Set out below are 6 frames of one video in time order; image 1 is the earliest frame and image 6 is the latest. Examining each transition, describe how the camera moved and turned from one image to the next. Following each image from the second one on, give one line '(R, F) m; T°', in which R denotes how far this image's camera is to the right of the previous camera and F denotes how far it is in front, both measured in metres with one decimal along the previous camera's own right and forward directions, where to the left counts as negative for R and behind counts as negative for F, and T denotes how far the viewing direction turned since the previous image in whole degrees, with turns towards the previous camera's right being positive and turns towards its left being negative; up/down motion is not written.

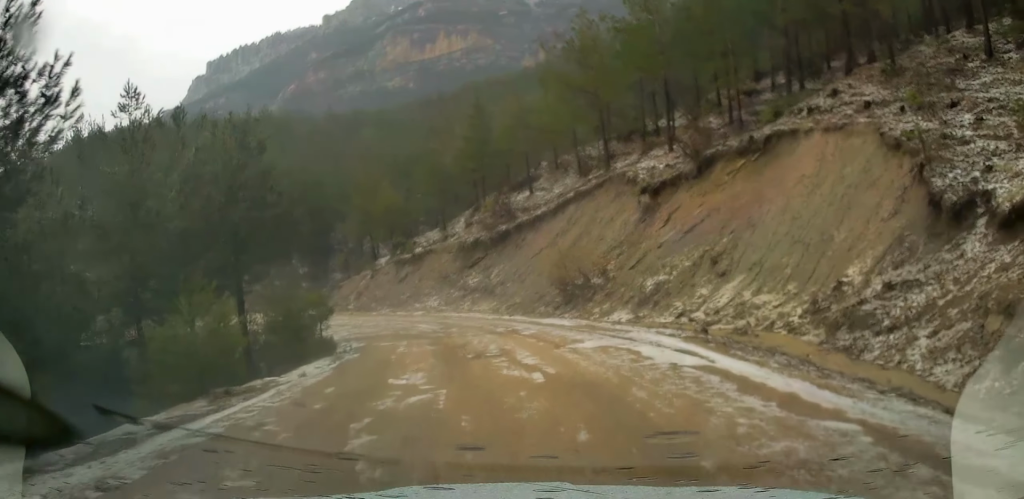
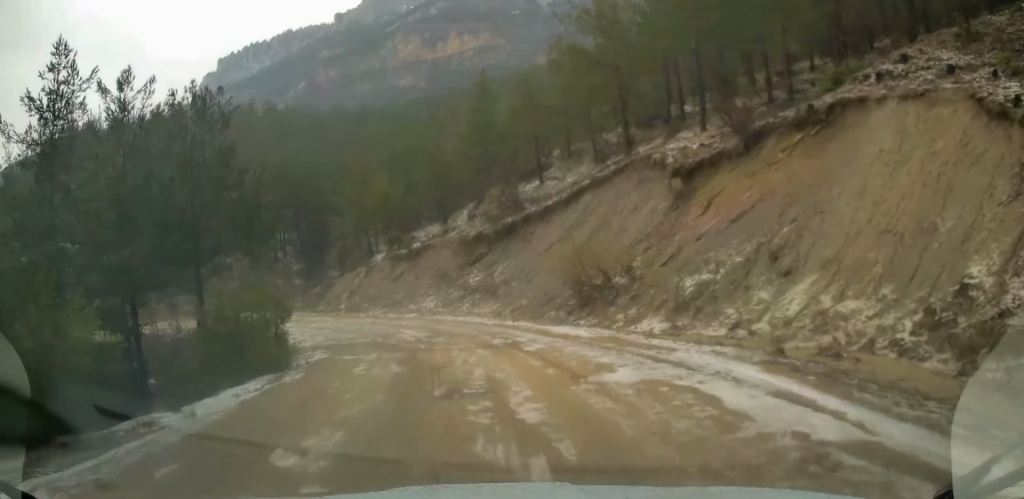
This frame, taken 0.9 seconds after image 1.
(+0.1, +5.4) m; -2°
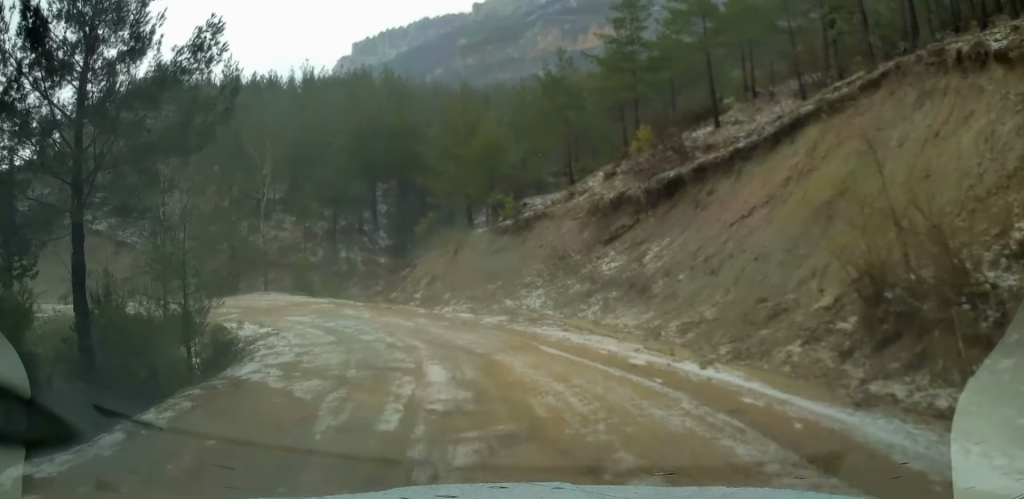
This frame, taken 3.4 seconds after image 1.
(-2.0, +15.3) m; -17°
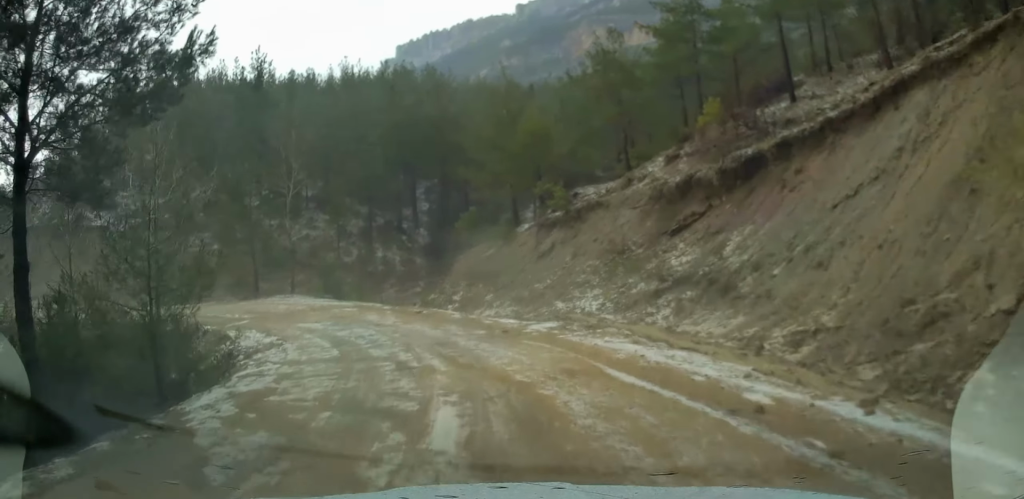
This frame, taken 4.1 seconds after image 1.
(-0.1, +3.8) m; -5°
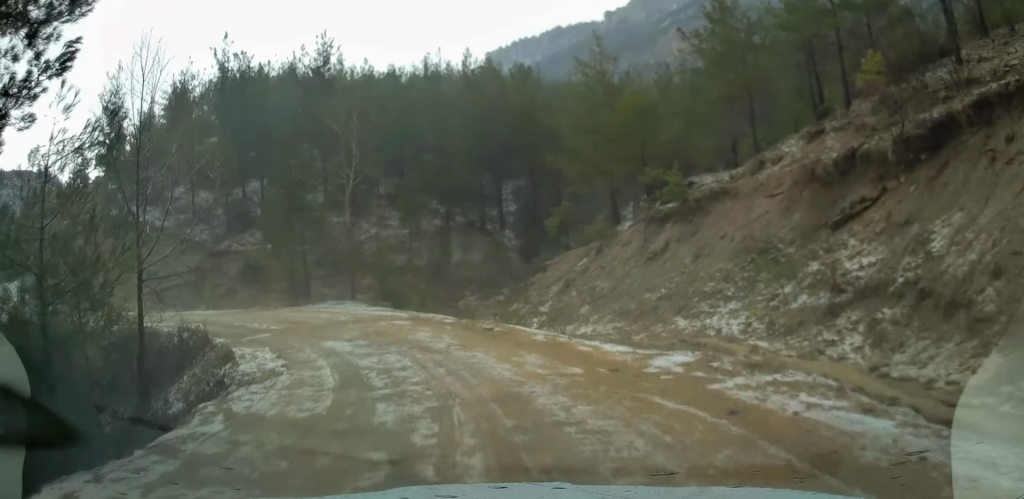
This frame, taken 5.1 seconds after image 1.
(-0.4, +5.7) m; -9°
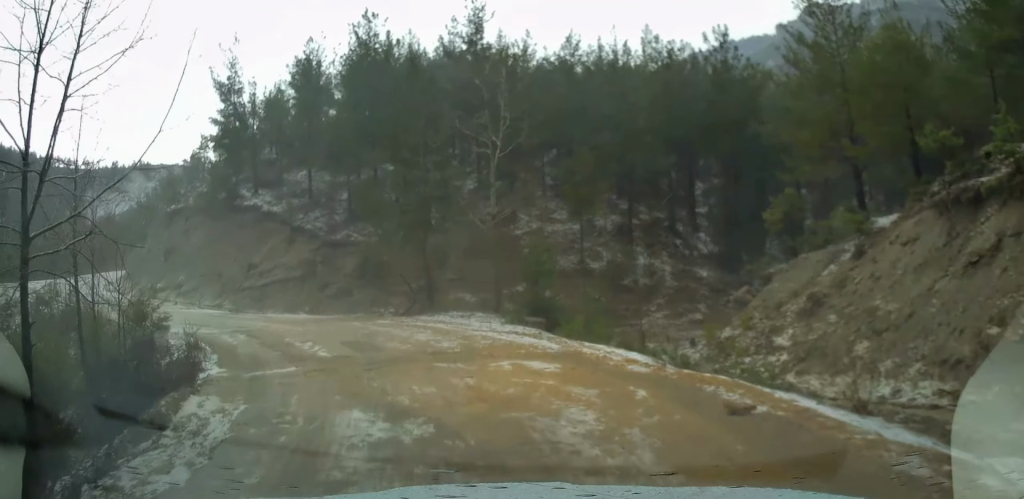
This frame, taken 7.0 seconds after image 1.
(-2.0, +8.5) m; -26°
